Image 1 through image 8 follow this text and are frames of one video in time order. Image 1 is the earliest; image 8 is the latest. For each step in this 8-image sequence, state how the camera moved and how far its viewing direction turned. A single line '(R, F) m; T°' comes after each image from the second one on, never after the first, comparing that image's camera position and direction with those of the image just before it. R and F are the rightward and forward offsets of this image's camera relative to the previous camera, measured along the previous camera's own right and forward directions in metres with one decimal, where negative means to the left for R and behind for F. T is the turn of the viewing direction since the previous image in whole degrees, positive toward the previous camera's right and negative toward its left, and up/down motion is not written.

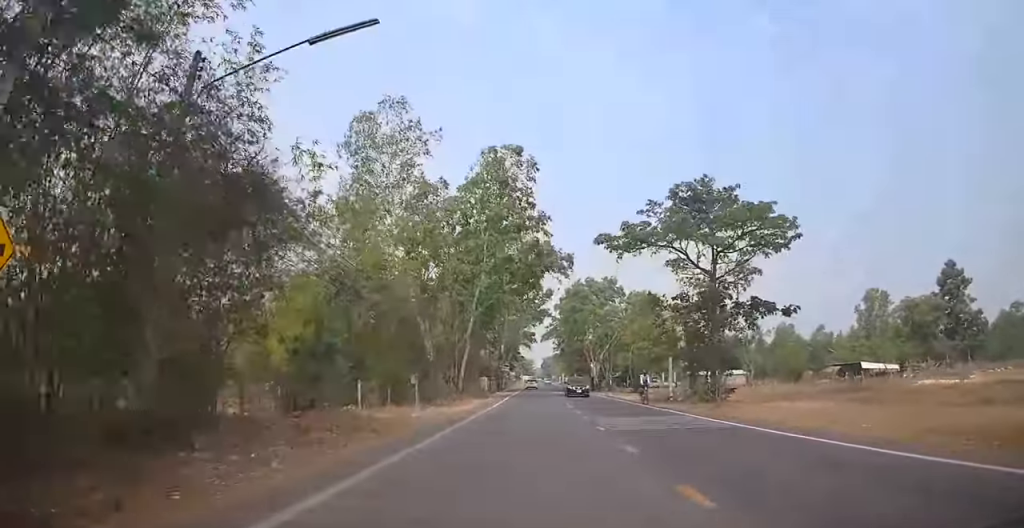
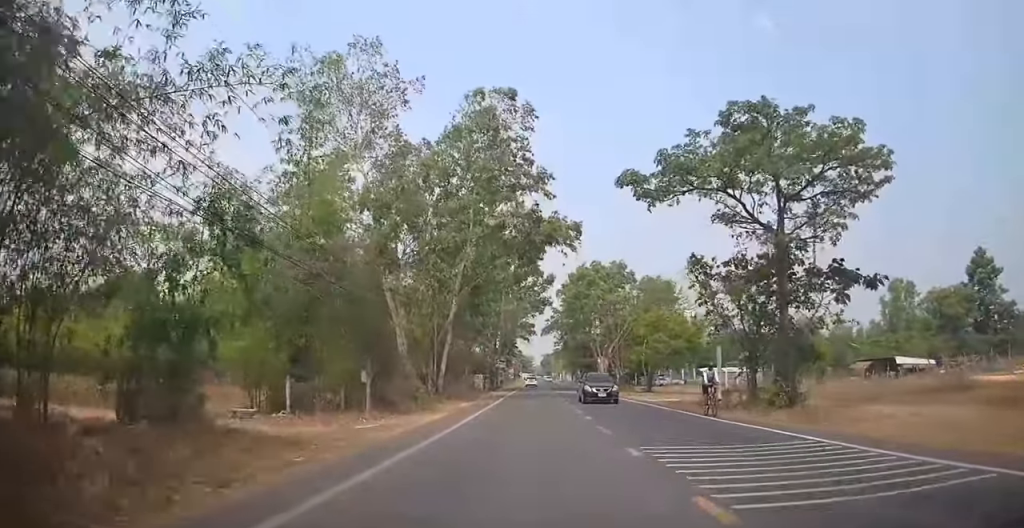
(0.0, +8.2) m; 0°
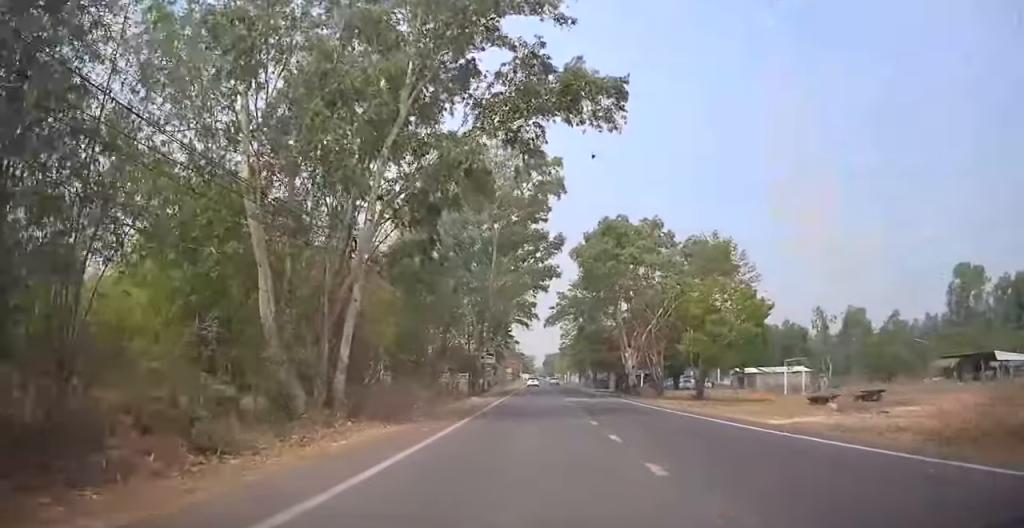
(+0.2, +17.0) m; +1°
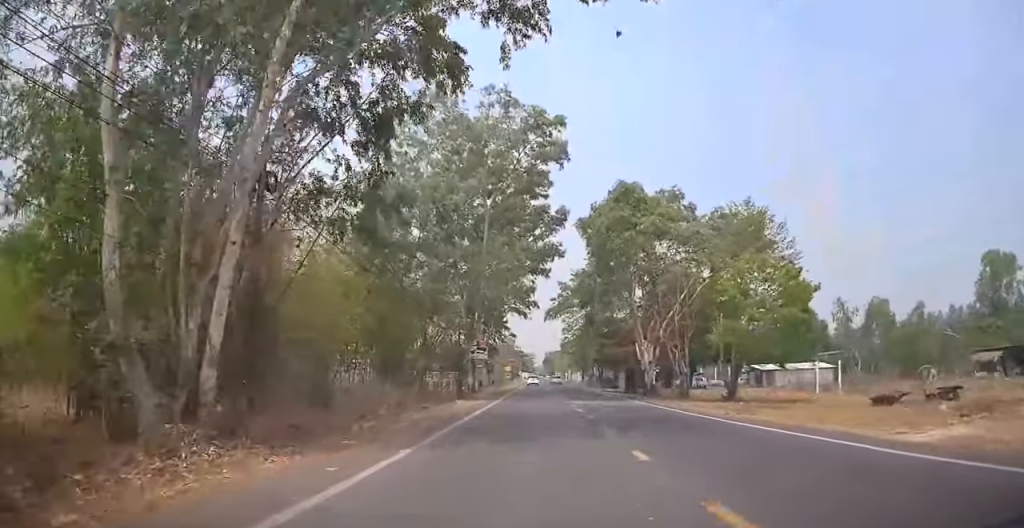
(+0.1, +6.5) m; 0°
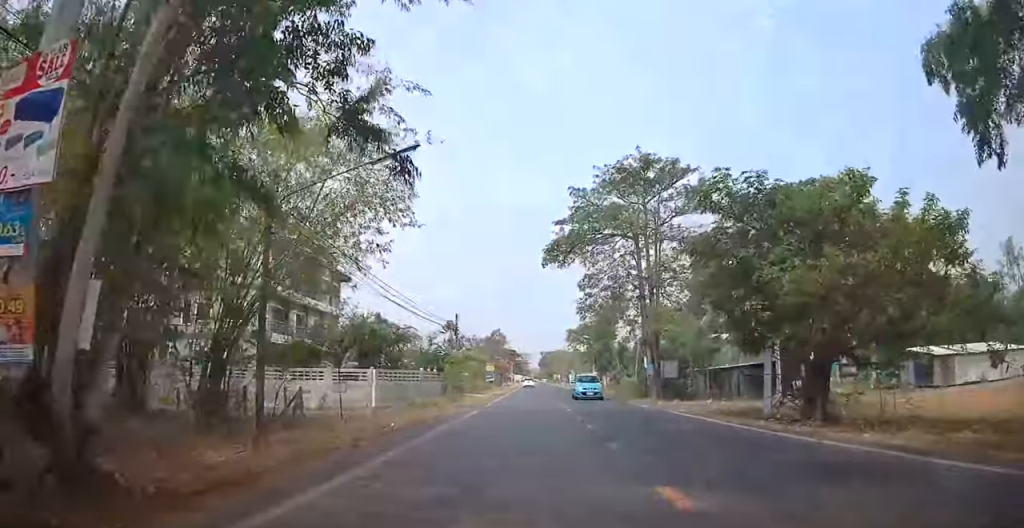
(-0.8, +33.5) m; -1°
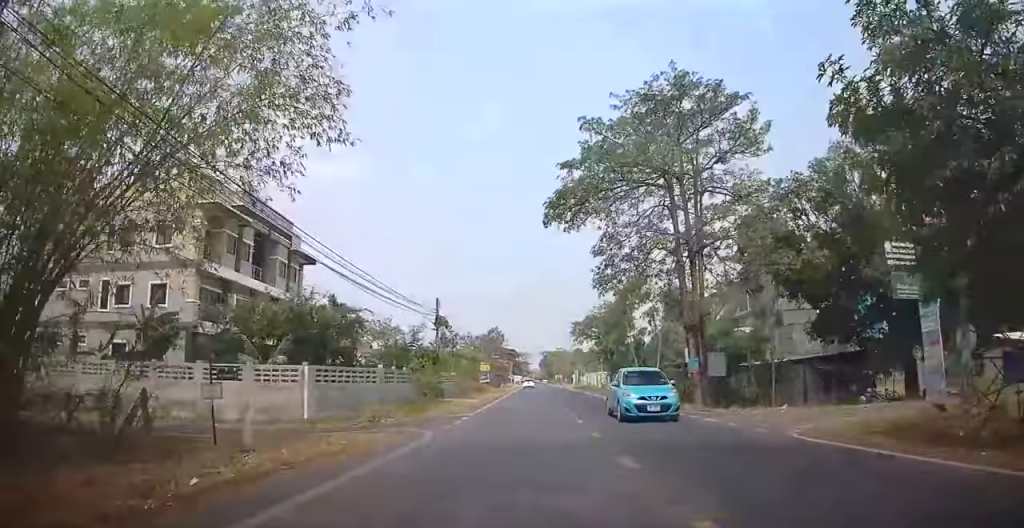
(+0.1, +9.3) m; +1°
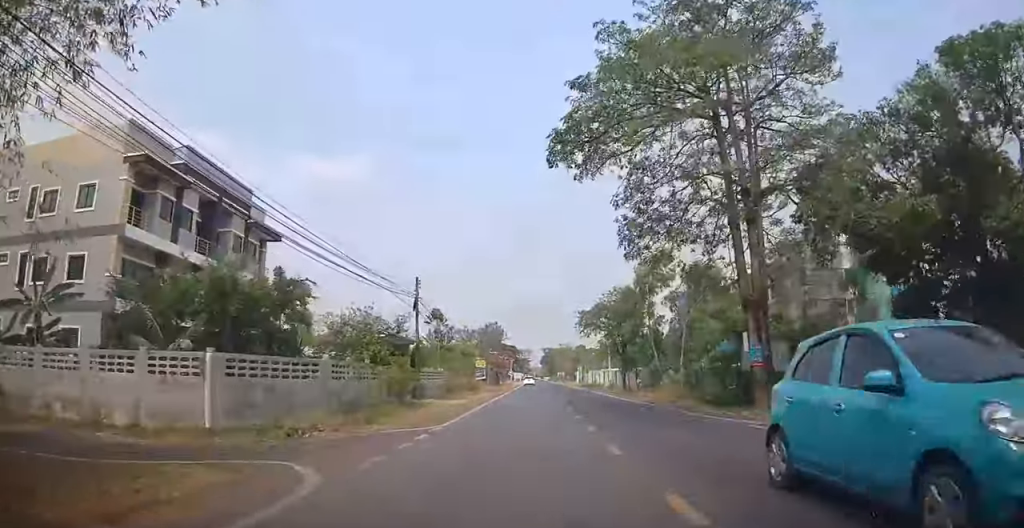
(0.0, +7.0) m; 0°
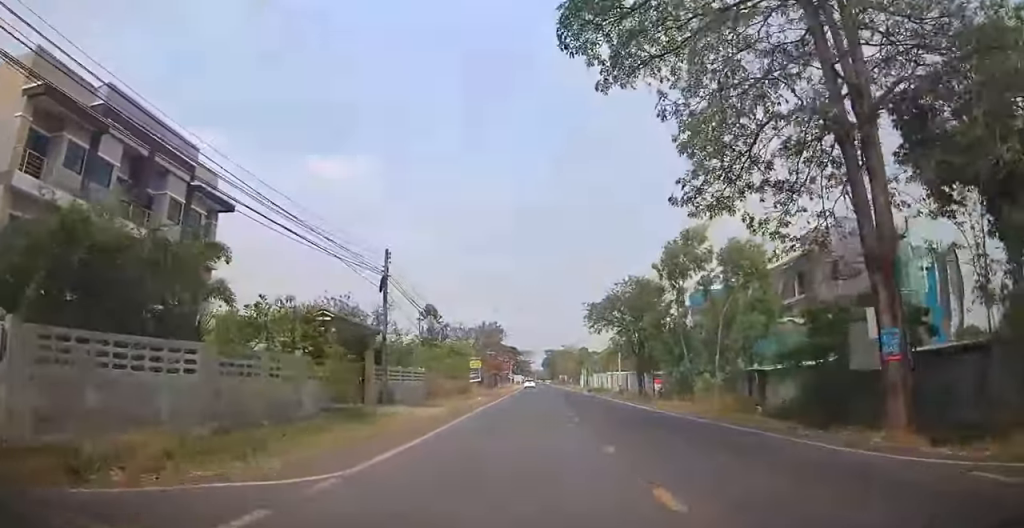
(0.0, +7.3) m; 0°
